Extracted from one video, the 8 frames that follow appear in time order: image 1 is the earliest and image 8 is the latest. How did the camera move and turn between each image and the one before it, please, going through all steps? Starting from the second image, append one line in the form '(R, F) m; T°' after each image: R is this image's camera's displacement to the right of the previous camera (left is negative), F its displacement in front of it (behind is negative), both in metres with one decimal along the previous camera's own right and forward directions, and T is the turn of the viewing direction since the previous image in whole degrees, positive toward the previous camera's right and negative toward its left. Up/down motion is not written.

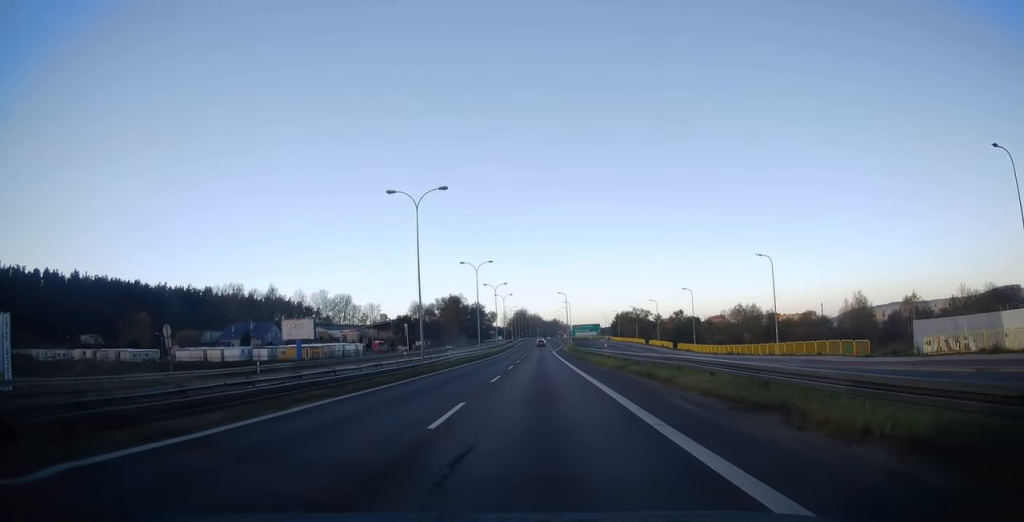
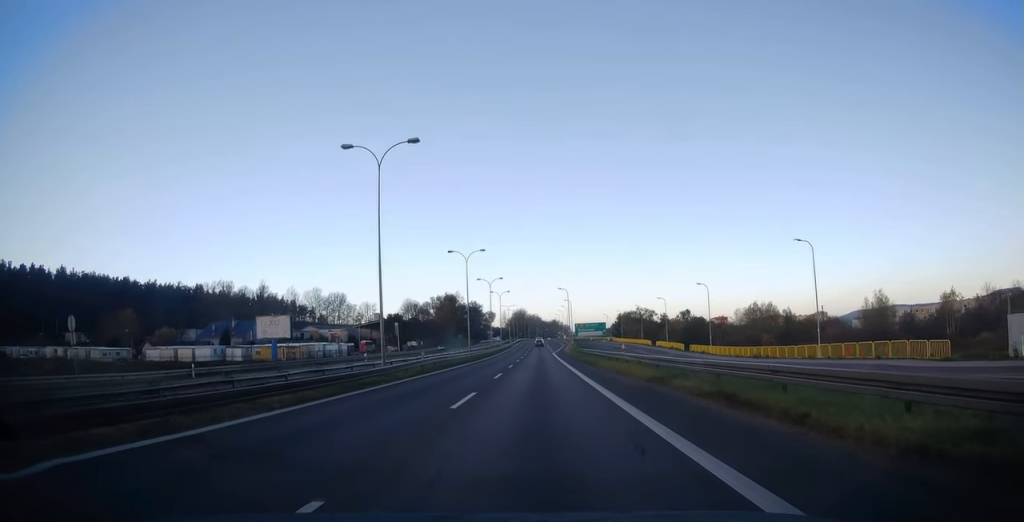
(+0.1, +9.1) m; +1°
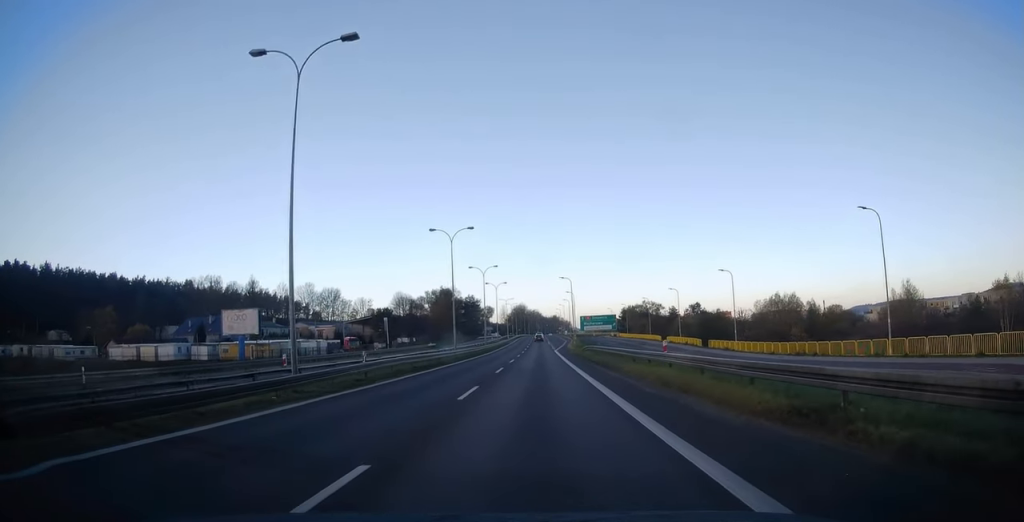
(0.0, +10.5) m; -1°
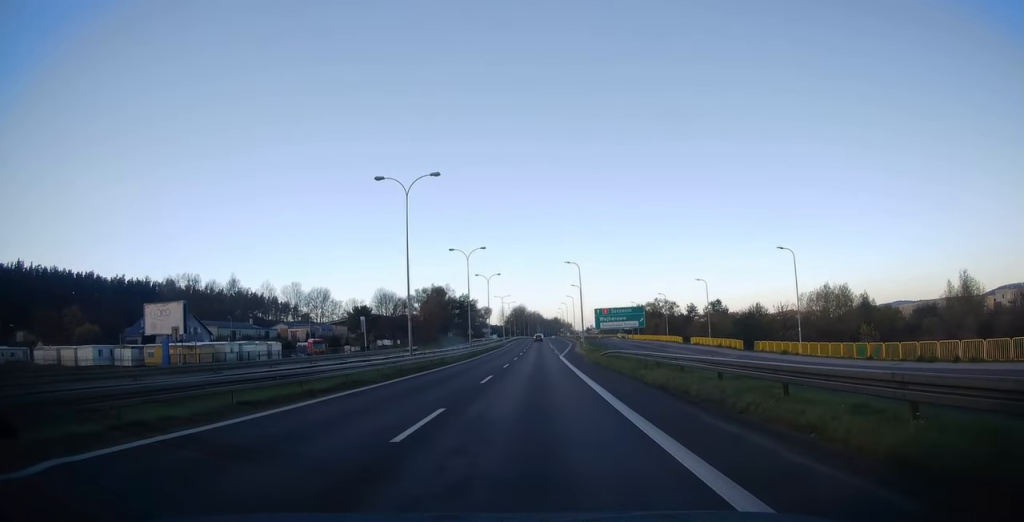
(-0.3, +18.0) m; -1°
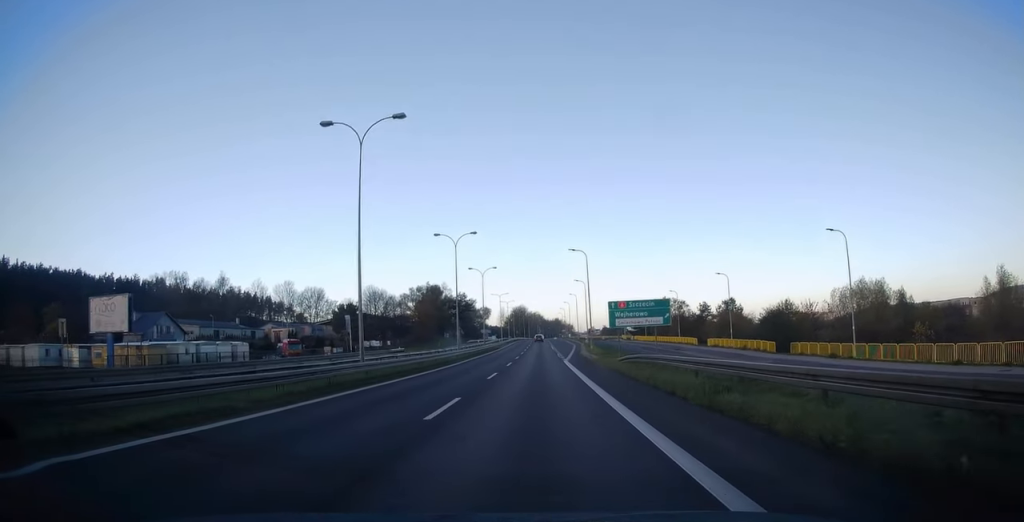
(0.0, +9.7) m; 0°
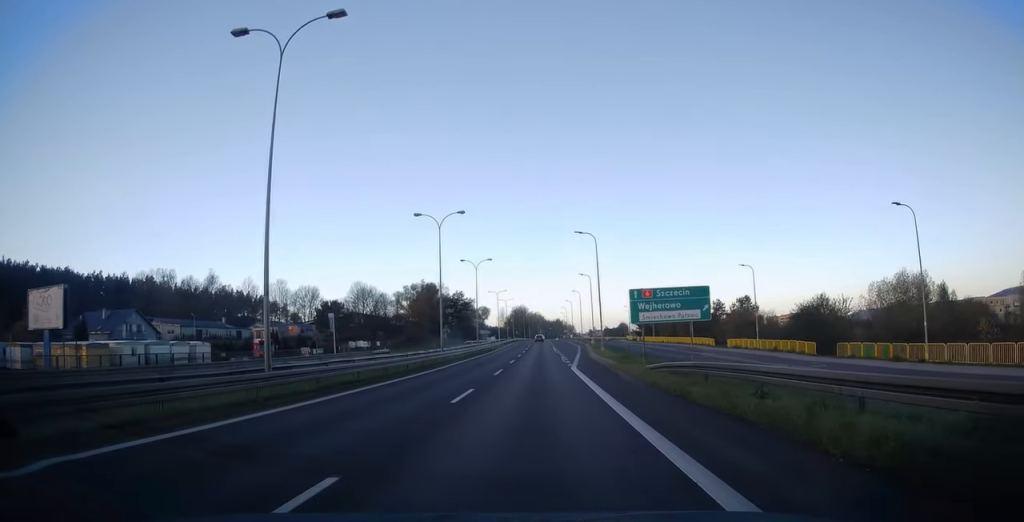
(+0.2, +9.1) m; 0°
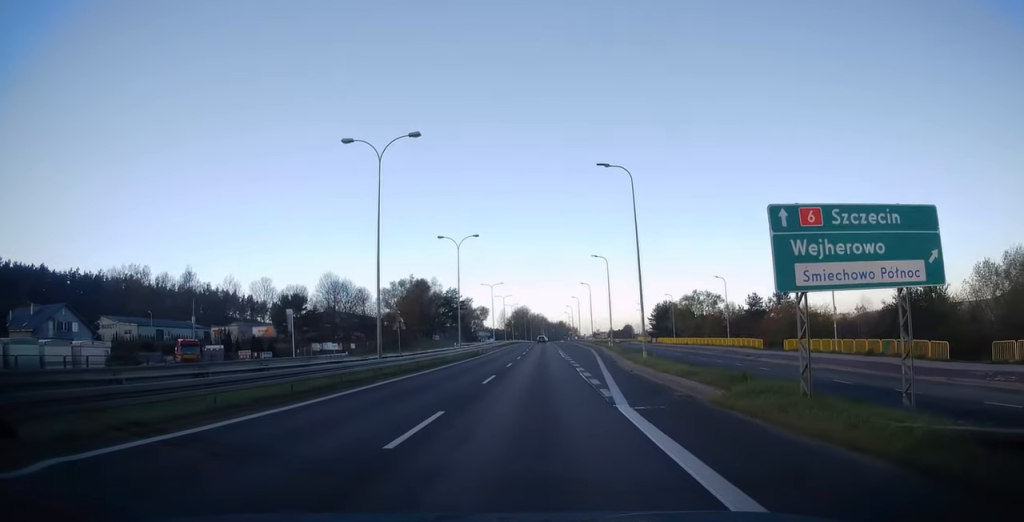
(-0.3, +18.2) m; 0°
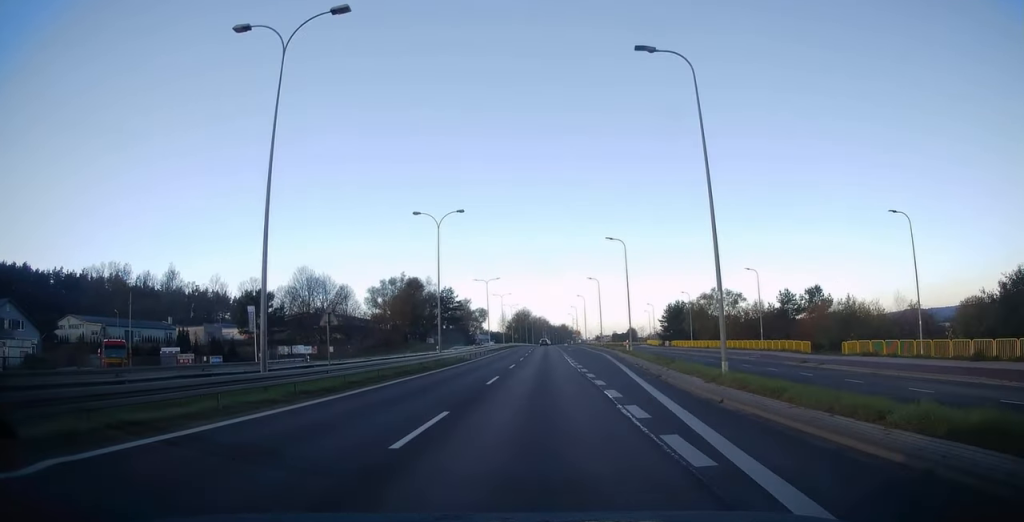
(+0.3, +12.1) m; +1°
